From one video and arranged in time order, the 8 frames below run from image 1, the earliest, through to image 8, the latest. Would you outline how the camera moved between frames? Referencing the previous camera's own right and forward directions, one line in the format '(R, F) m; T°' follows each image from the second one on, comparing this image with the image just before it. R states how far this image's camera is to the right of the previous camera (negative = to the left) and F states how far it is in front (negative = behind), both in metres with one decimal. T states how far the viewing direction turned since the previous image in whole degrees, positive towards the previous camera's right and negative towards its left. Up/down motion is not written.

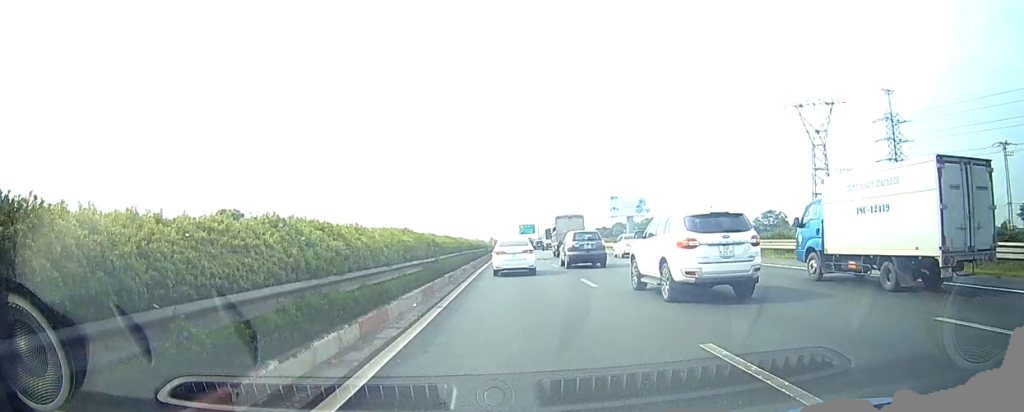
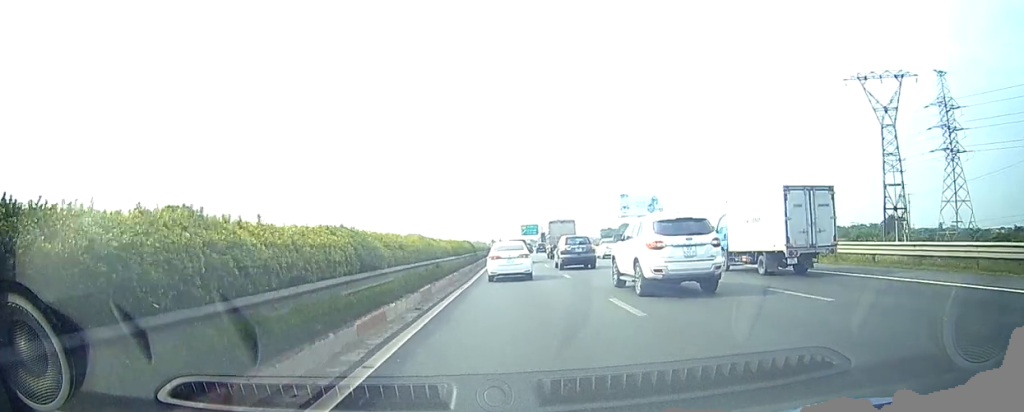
(-0.1, +16.1) m; -1°
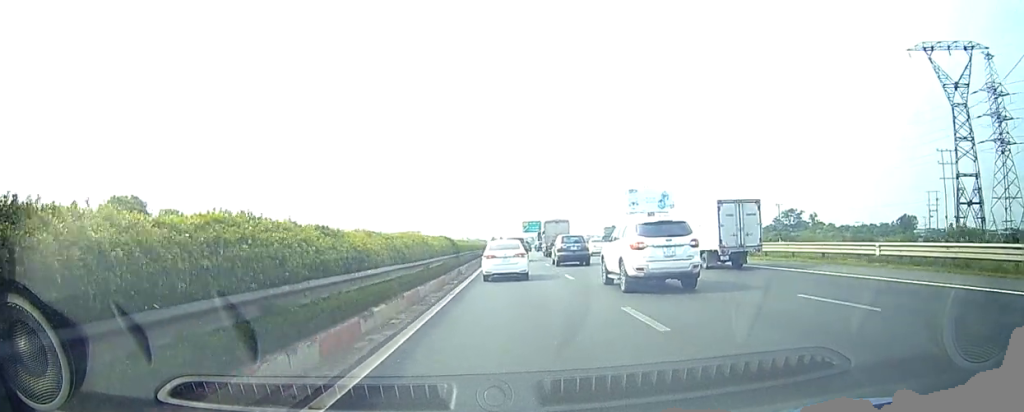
(-0.1, +13.5) m; 0°
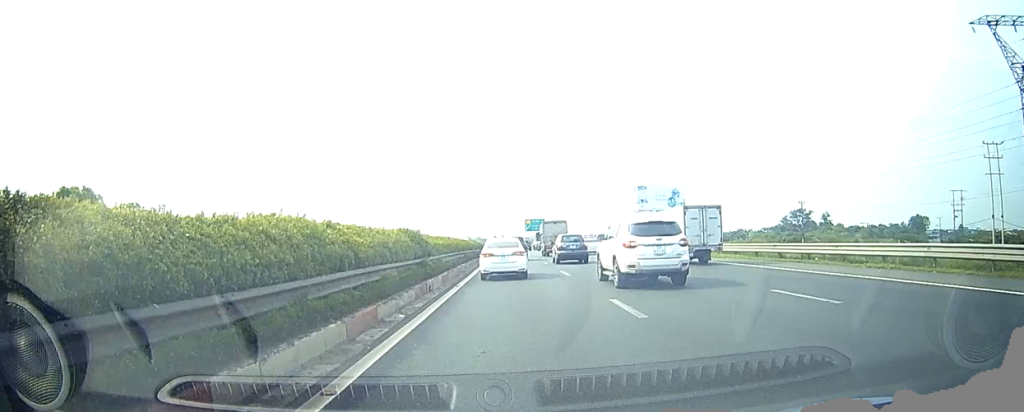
(0.0, +10.5) m; 0°
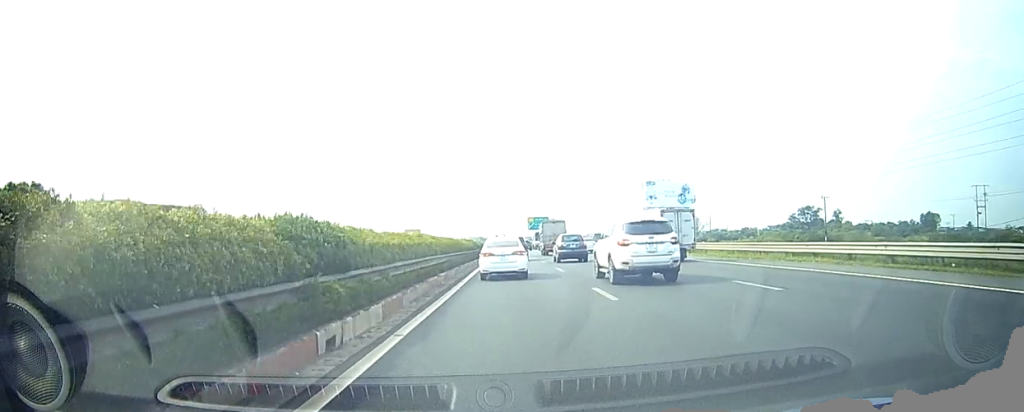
(0.0, +9.9) m; 0°
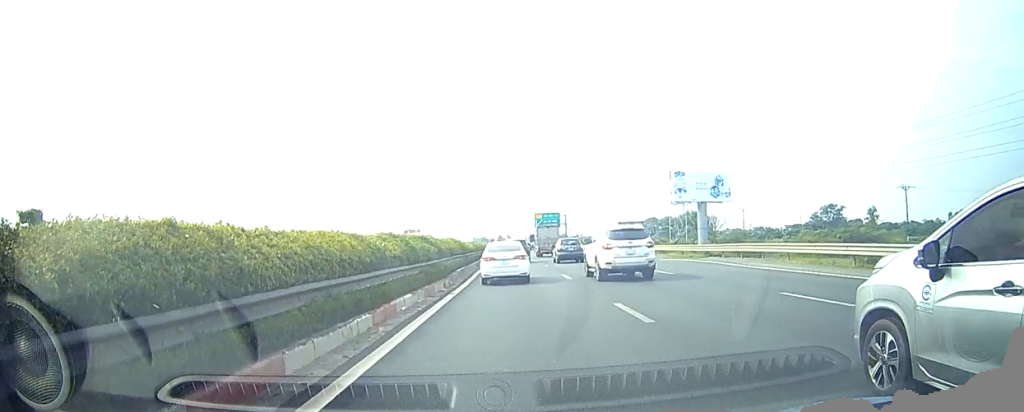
(0.0, +27.1) m; 0°
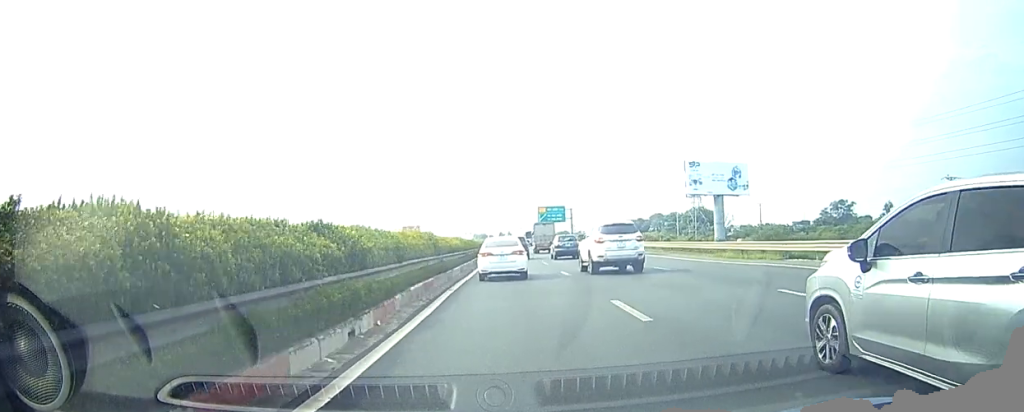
(0.0, +12.2) m; 0°
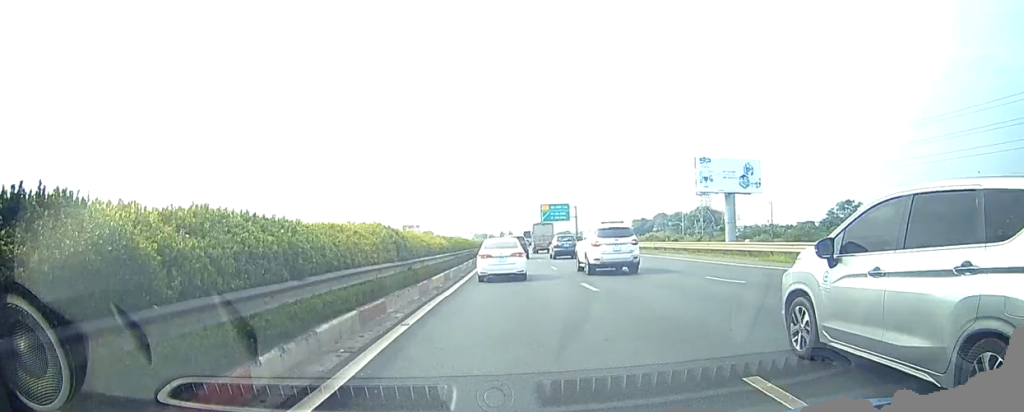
(0.0, +7.3) m; 0°
